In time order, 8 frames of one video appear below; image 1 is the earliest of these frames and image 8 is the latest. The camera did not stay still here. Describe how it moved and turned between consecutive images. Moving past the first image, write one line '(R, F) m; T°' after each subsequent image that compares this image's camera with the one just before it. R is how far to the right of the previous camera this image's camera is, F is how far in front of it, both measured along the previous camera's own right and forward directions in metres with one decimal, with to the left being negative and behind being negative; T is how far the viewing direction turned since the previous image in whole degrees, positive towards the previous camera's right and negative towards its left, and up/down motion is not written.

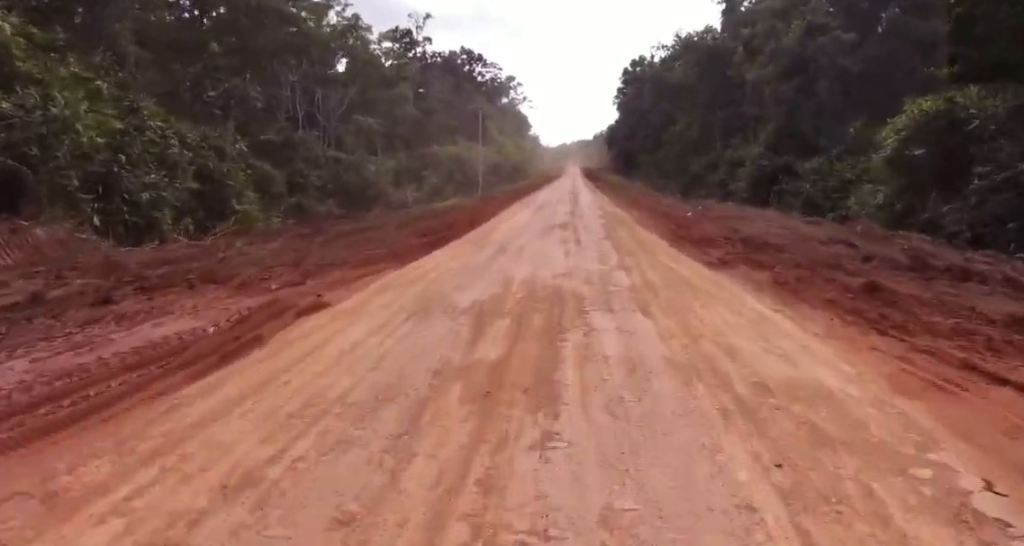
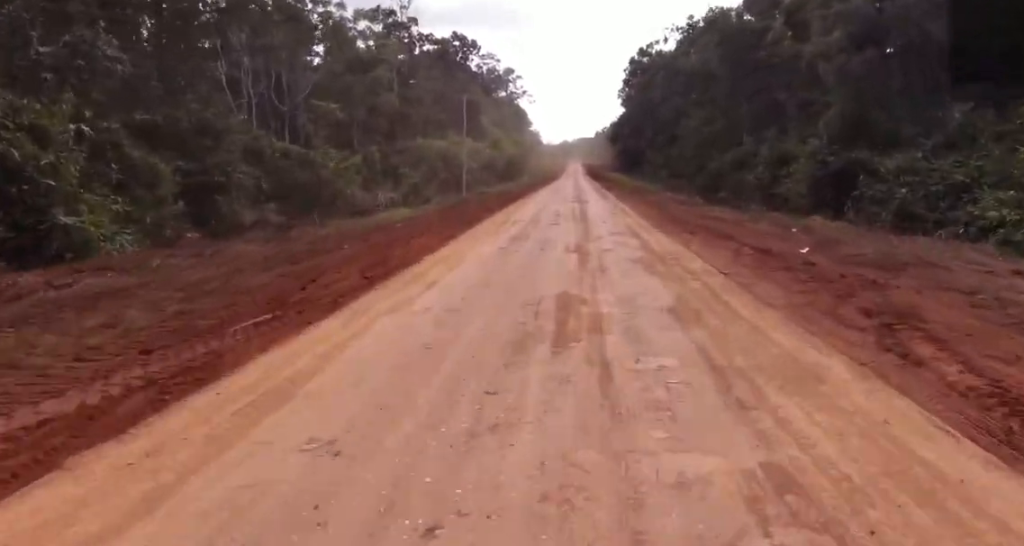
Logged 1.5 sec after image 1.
(+0.6, +12.9) m; 0°
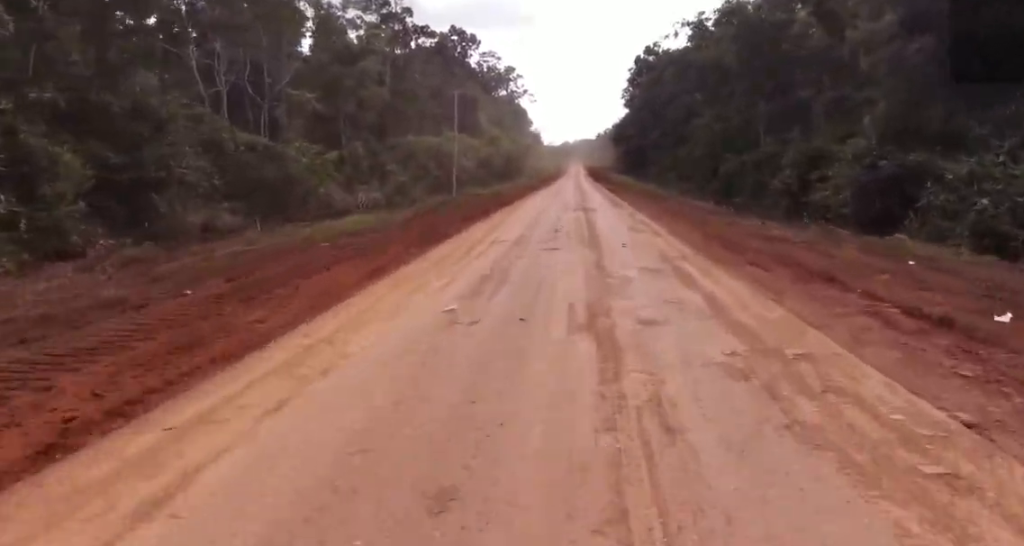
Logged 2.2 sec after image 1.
(-0.9, +6.0) m; 0°
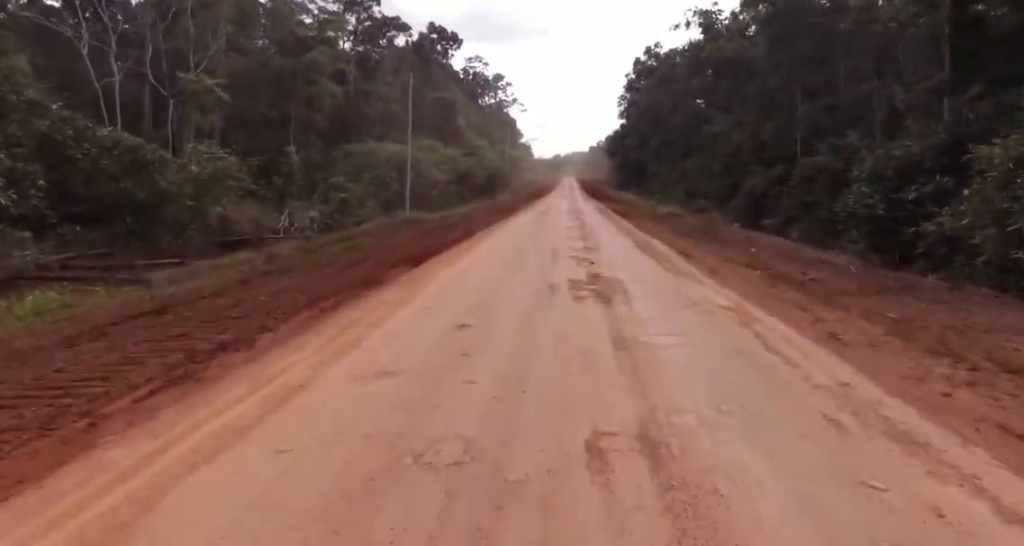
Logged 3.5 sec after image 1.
(+0.9, +13.7) m; +7°
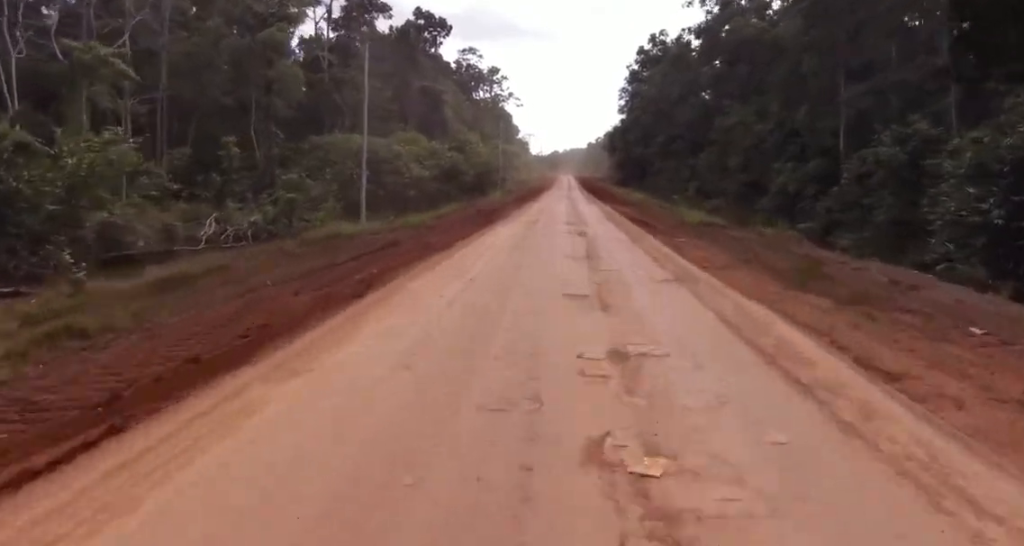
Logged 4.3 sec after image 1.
(-0.1, +9.0) m; -1°
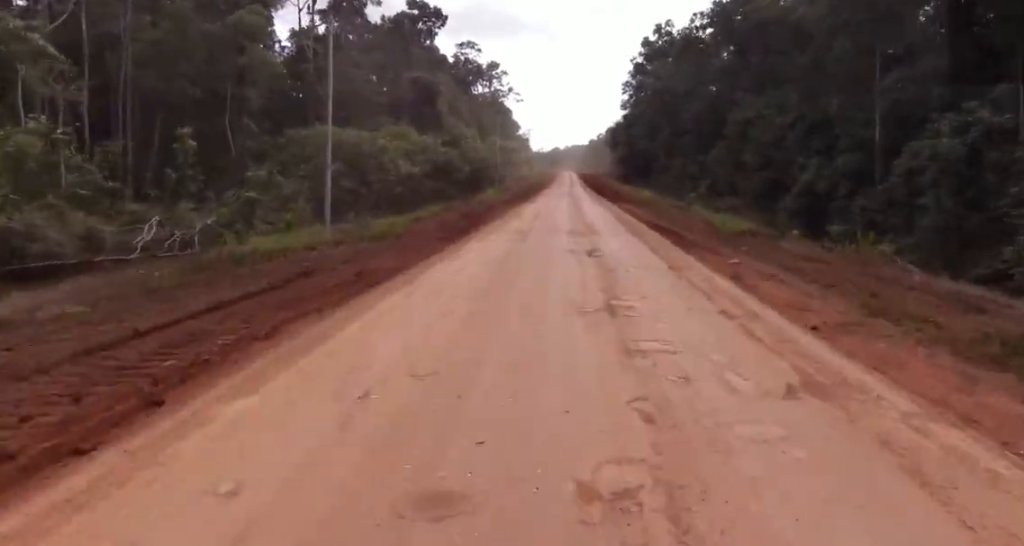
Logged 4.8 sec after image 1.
(0.0, +5.1) m; 0°
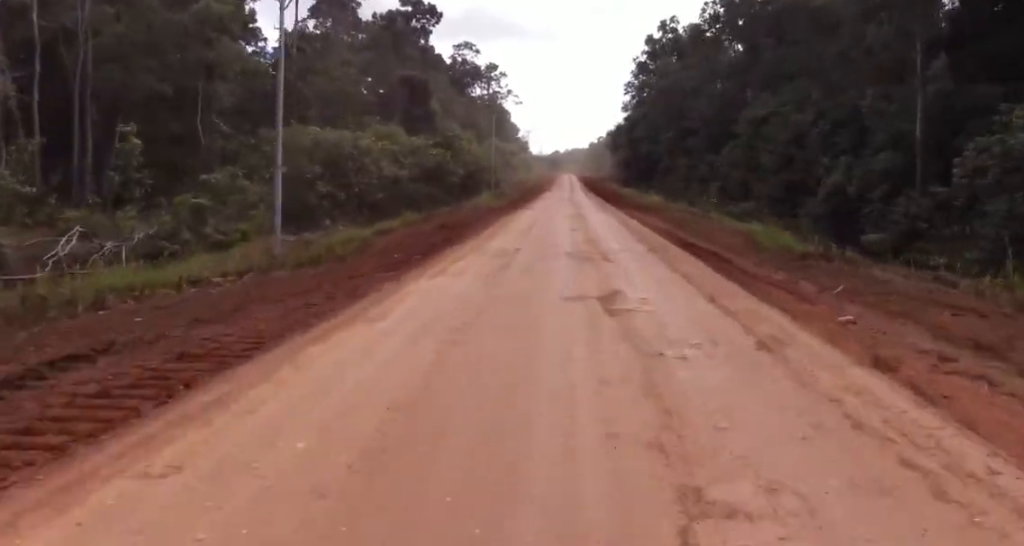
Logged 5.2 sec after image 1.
(0.0, +4.8) m; 0°
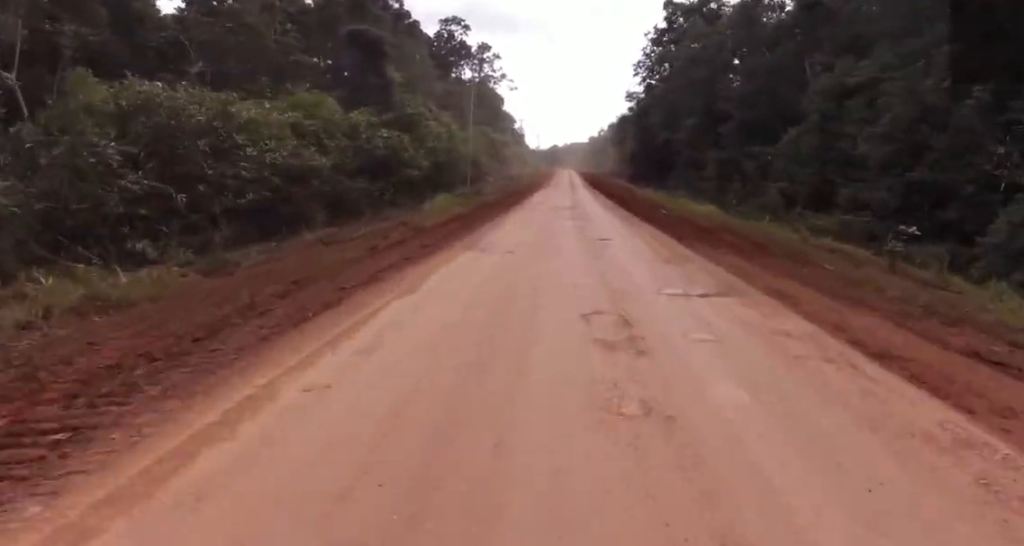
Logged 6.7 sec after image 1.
(-0.3, +18.5) m; -1°
